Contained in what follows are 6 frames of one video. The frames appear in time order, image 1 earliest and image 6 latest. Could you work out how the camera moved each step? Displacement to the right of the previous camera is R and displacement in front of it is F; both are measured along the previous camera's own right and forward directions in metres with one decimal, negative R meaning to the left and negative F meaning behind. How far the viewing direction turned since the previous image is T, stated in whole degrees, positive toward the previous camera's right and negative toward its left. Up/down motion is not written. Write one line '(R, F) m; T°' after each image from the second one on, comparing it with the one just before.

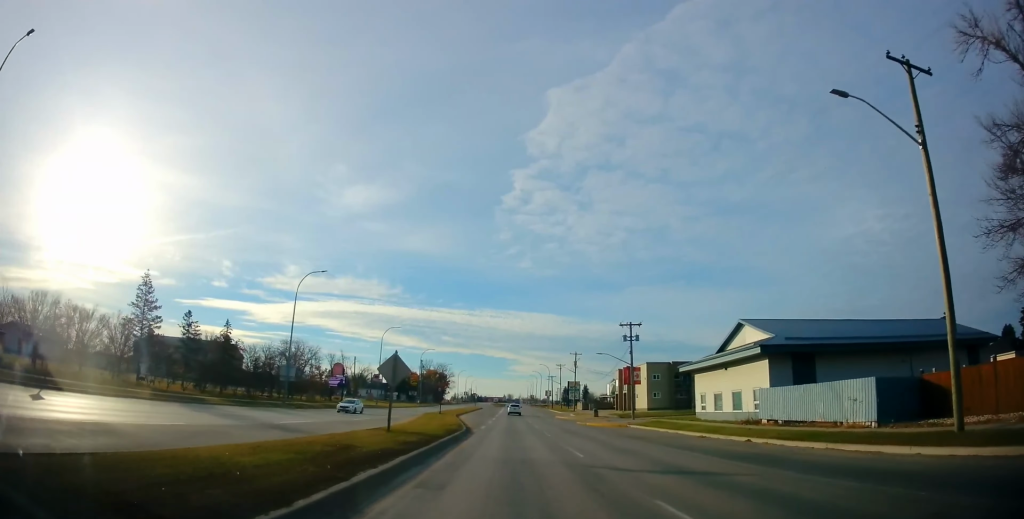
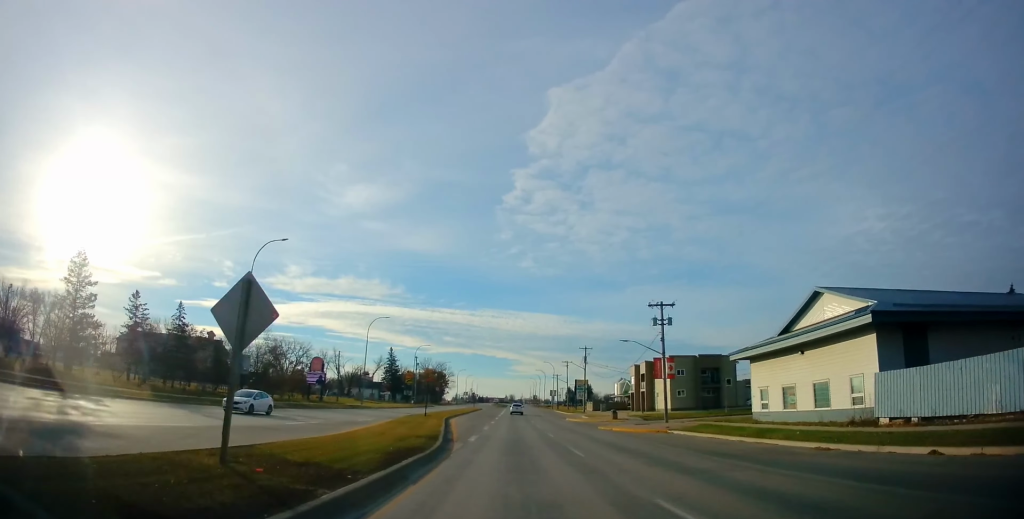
(0.0, +11.9) m; +1°
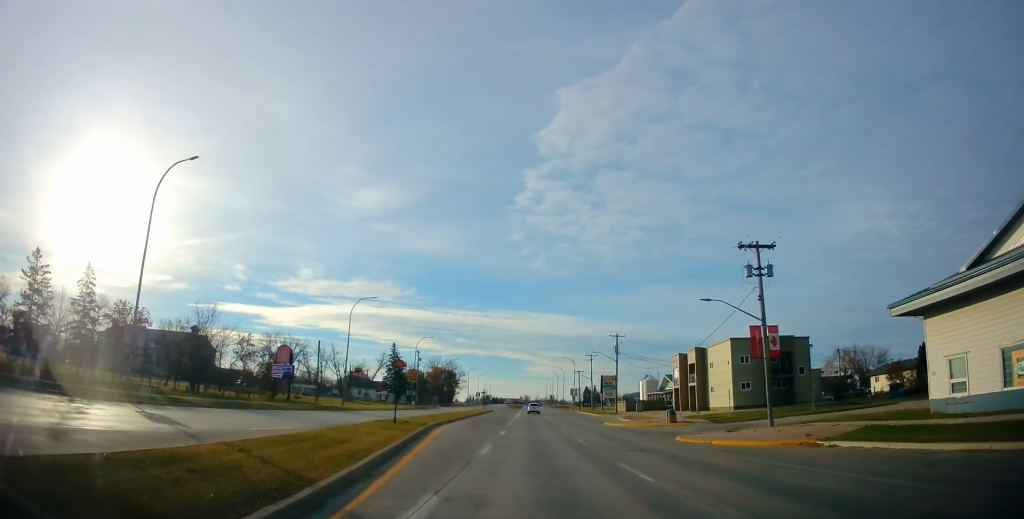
(+0.2, +17.9) m; 0°
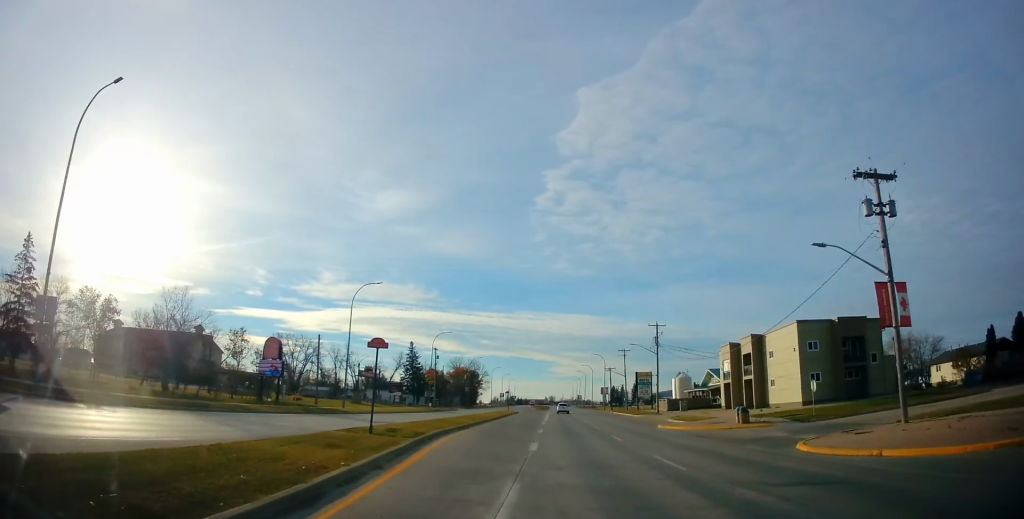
(-0.2, +10.1) m; -2°
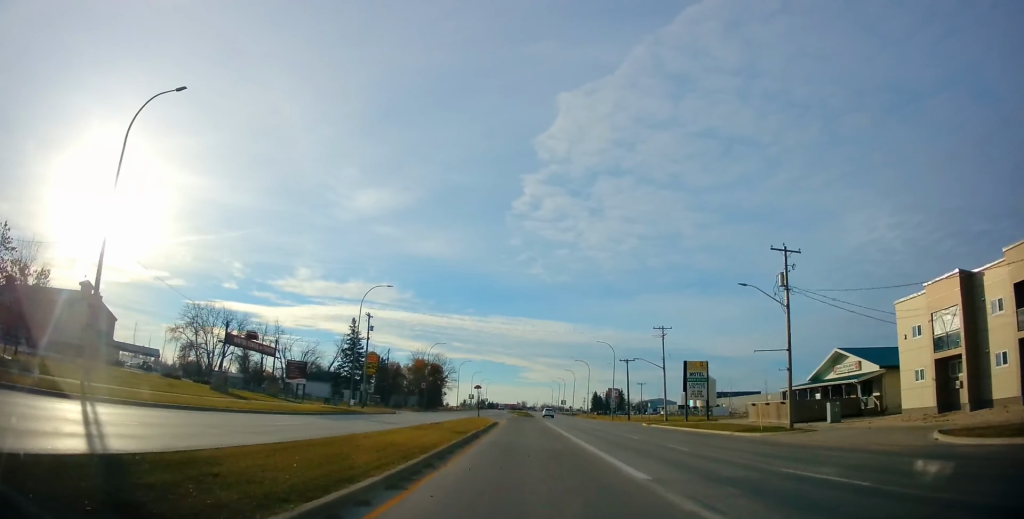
(-0.8, +40.5) m; +1°
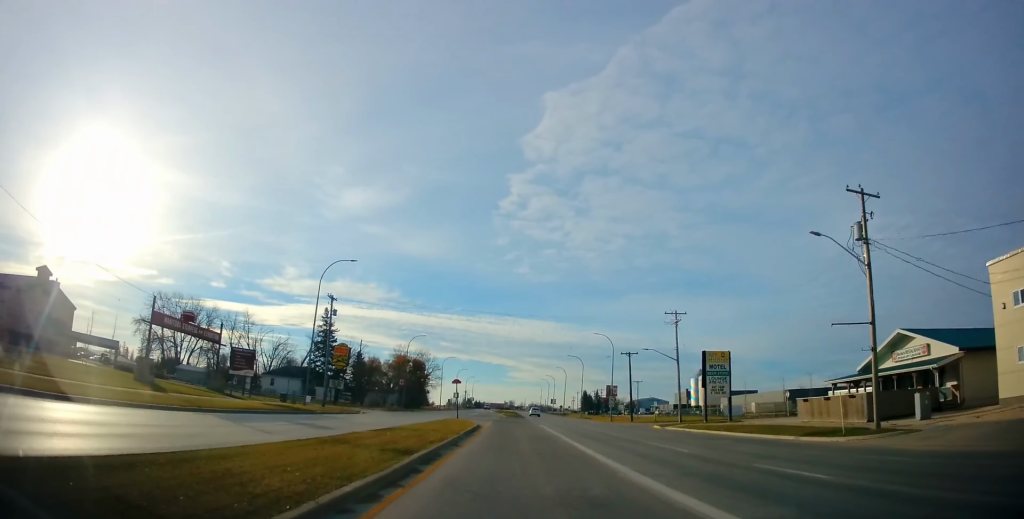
(+0.1, +11.0) m; +1°
